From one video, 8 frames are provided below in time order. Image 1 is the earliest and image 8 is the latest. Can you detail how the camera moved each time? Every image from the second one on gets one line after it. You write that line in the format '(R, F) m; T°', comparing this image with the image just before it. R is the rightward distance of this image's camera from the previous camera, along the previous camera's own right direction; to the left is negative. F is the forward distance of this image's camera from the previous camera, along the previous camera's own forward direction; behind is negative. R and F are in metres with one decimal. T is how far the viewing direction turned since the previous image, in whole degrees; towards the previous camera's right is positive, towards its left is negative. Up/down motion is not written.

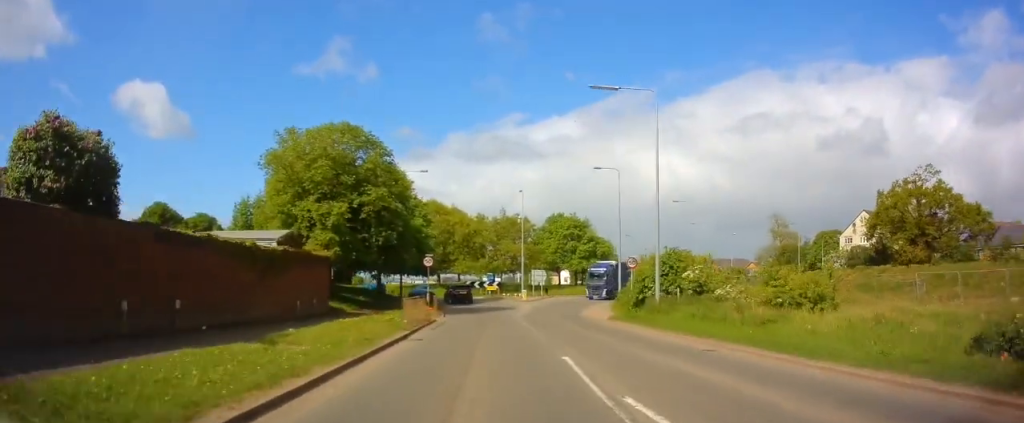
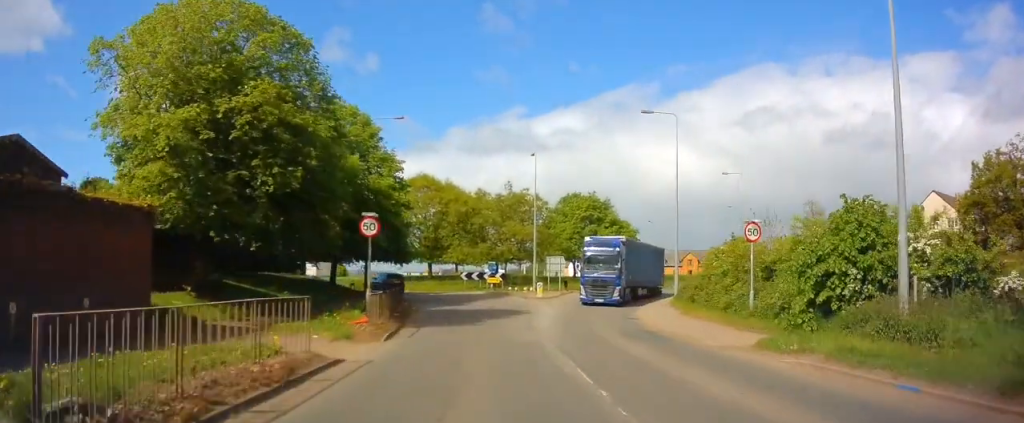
(+0.4, +15.7) m; 0°
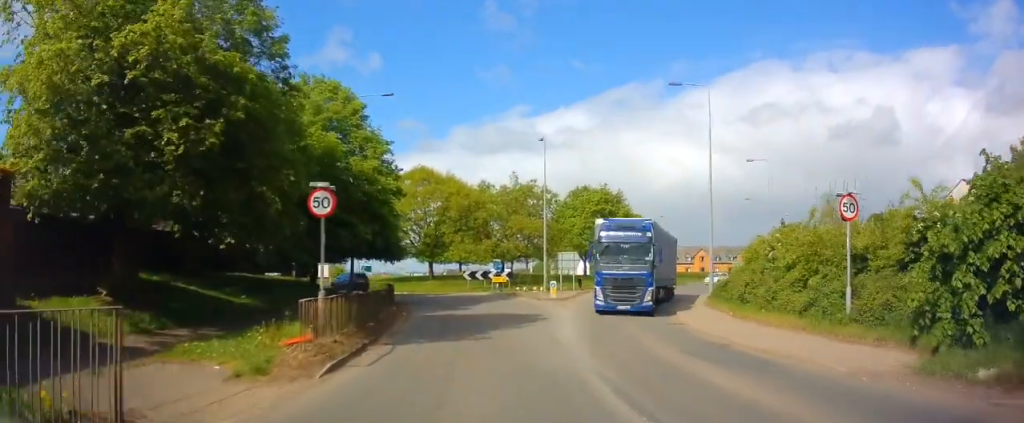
(-0.3, +5.1) m; -1°
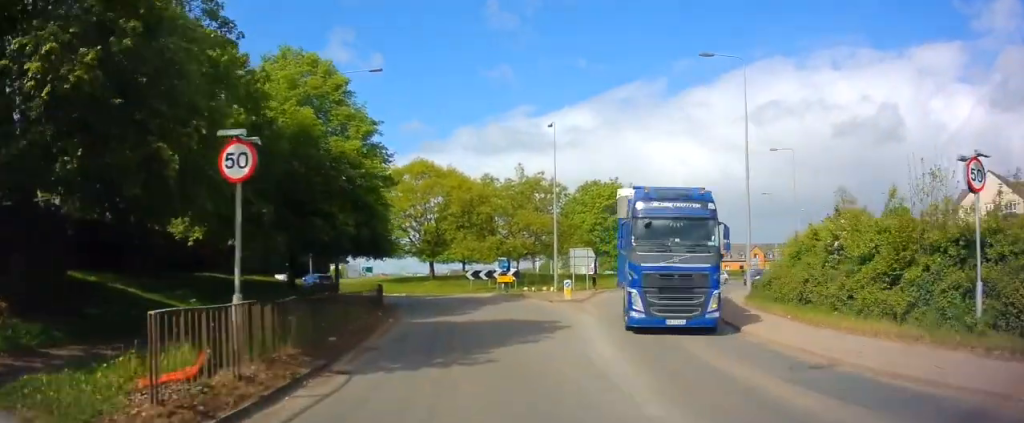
(-0.1, +4.4) m; 0°
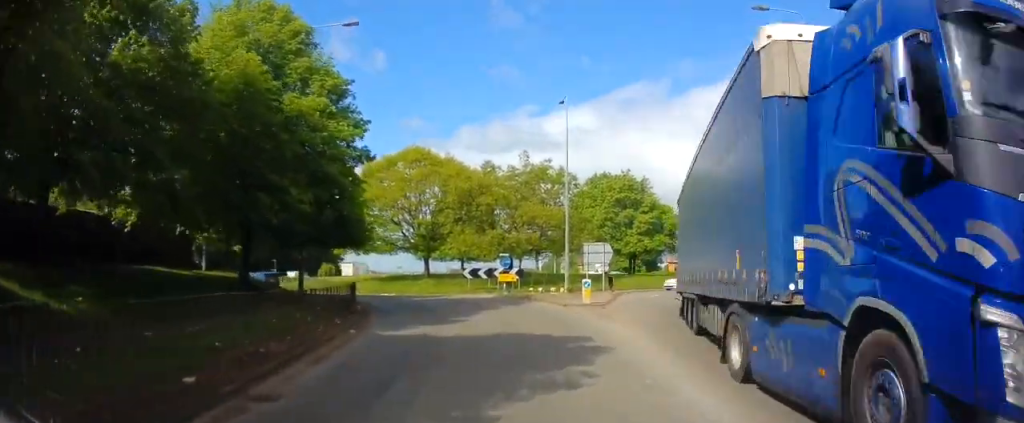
(+0.2, +5.7) m; +1°
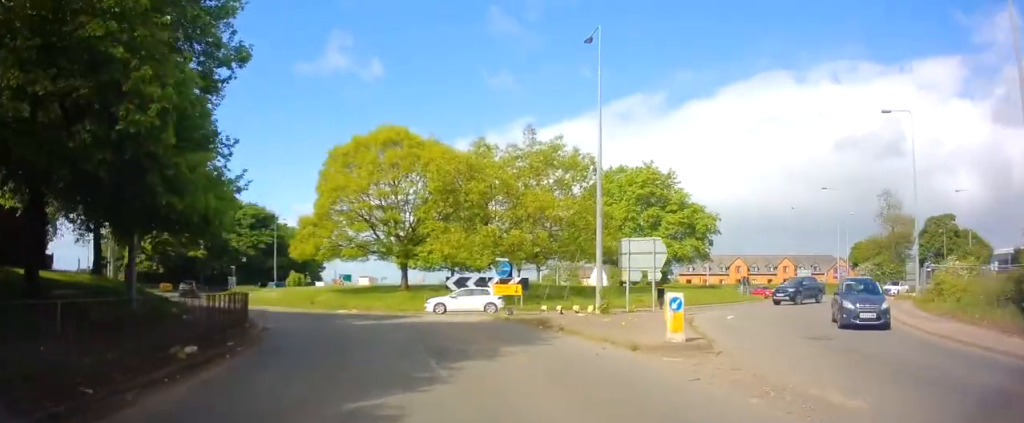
(+0.4, +11.6) m; +3°
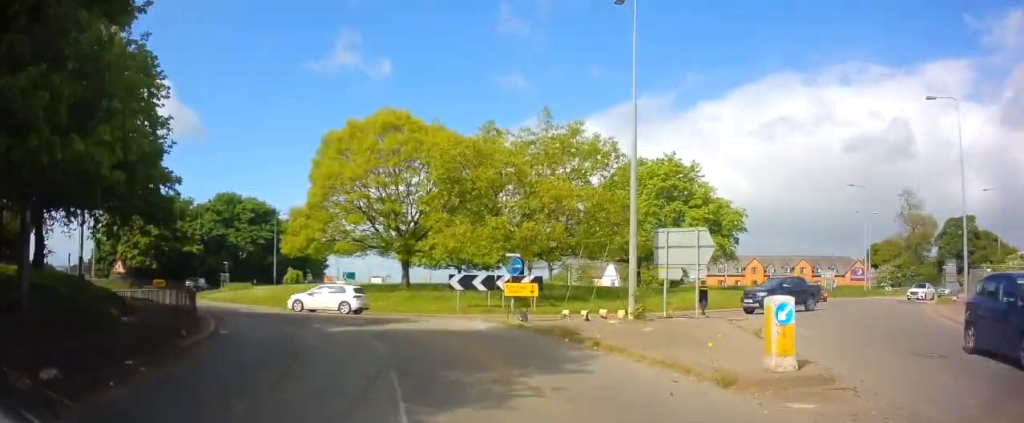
(+0.2, +4.1) m; -2°
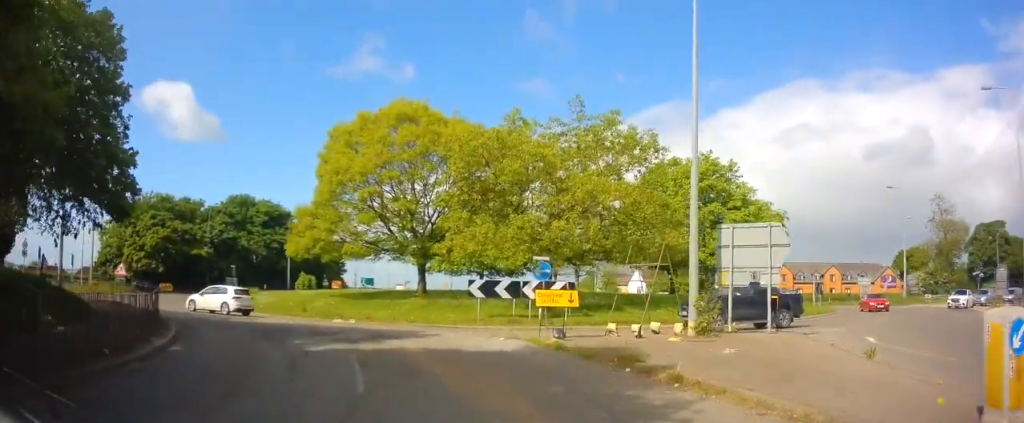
(-0.4, +3.6) m; -5°
